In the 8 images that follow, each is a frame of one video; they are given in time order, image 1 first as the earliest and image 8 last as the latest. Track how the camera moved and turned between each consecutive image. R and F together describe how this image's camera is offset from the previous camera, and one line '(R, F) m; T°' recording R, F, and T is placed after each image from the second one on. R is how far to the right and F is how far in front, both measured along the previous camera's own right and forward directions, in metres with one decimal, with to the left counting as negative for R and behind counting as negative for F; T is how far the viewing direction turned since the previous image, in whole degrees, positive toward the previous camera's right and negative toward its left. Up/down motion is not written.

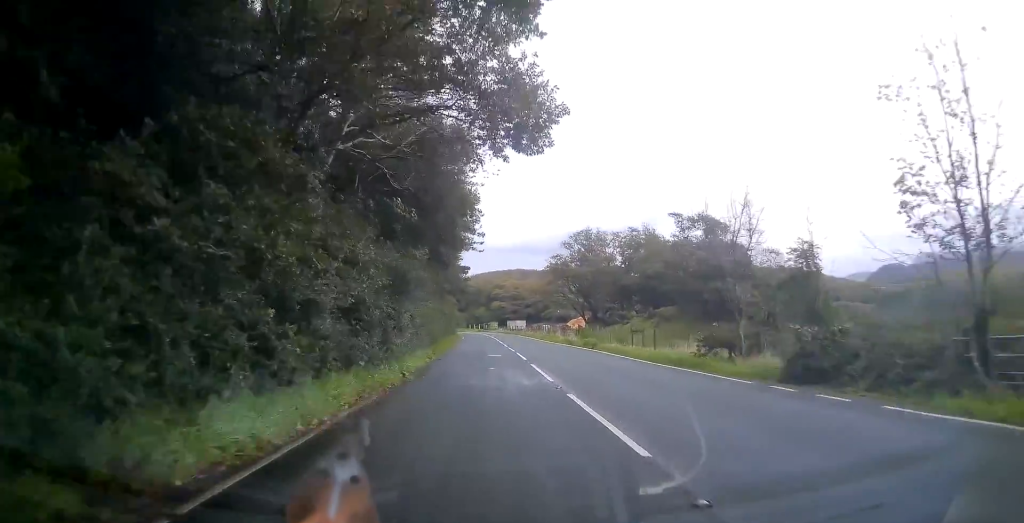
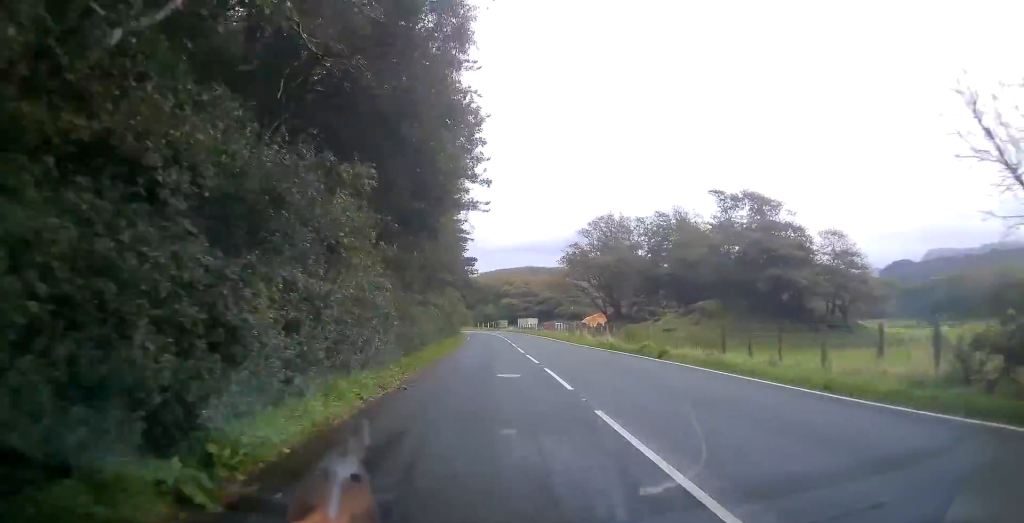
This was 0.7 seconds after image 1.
(-0.3, +11.7) m; 0°
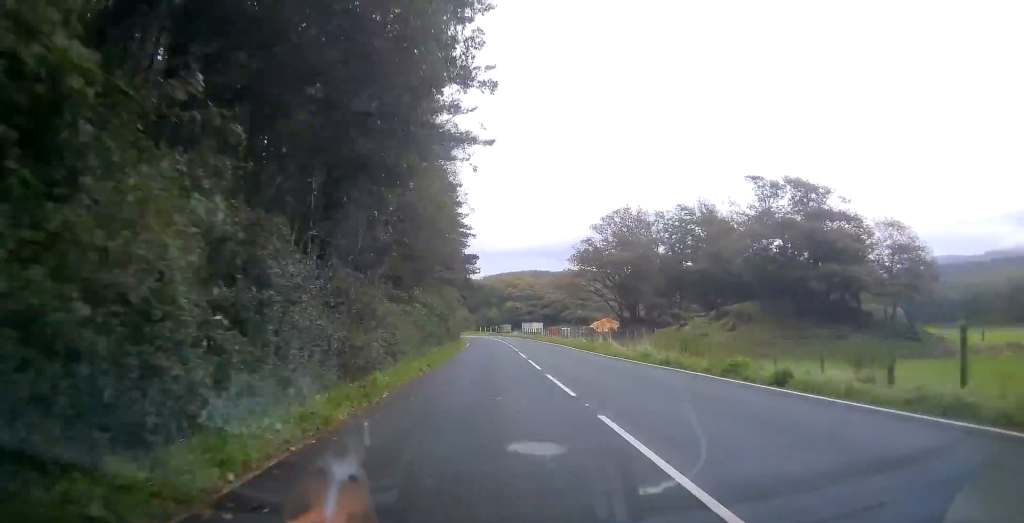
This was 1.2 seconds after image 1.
(0.0, +8.9) m; 0°
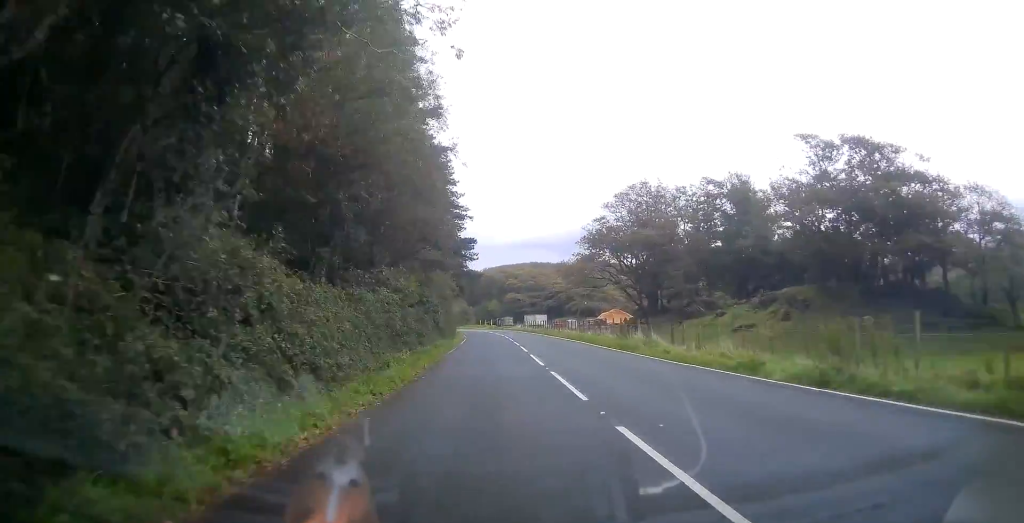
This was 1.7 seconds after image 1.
(+0.3, +10.2) m; 0°
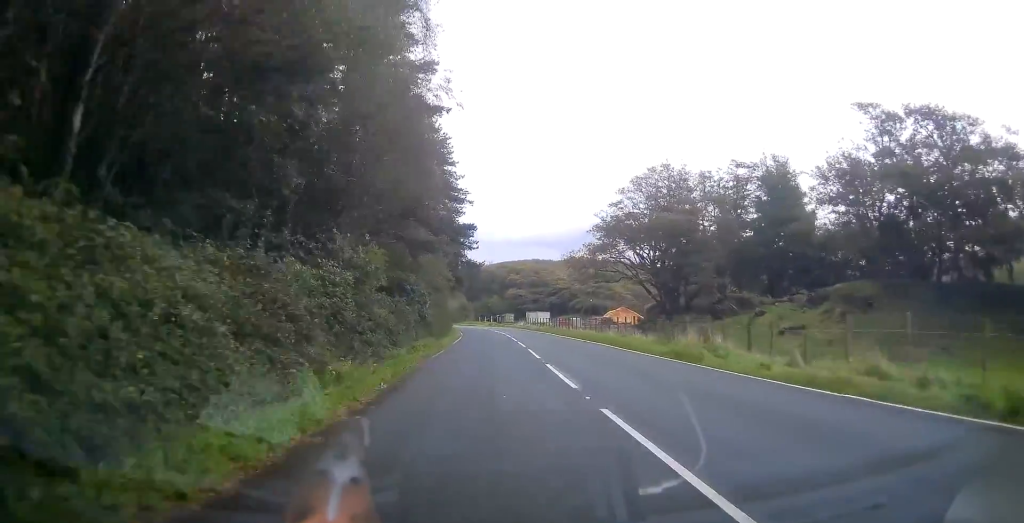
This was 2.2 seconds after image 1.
(0.0, +8.0) m; 0°
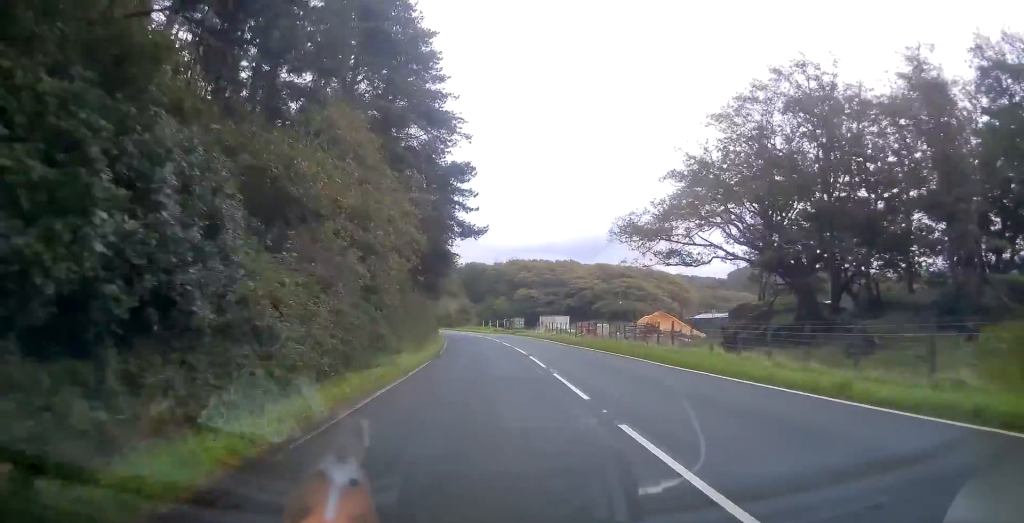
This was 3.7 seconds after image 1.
(-0.4, +28.4) m; -1°
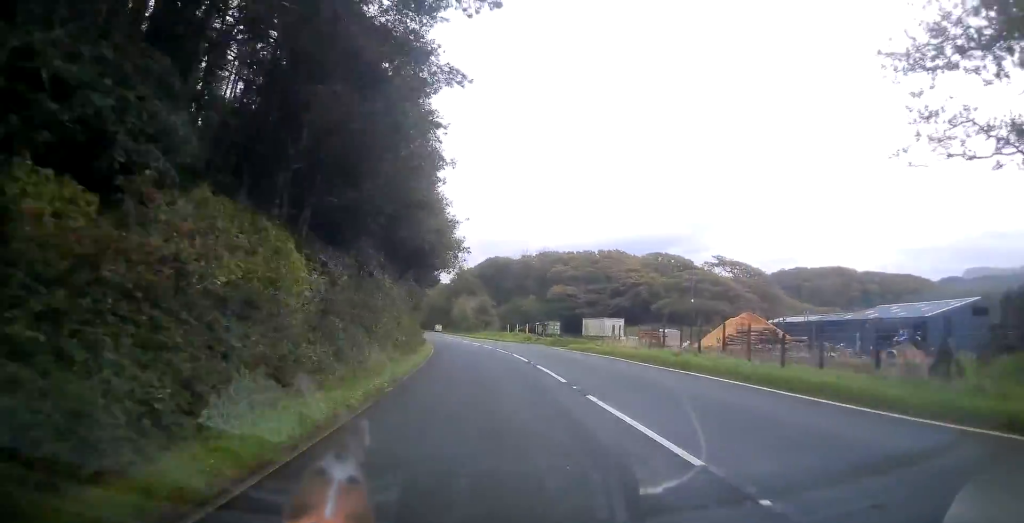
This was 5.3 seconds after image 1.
(-0.5, +31.4) m; -2°
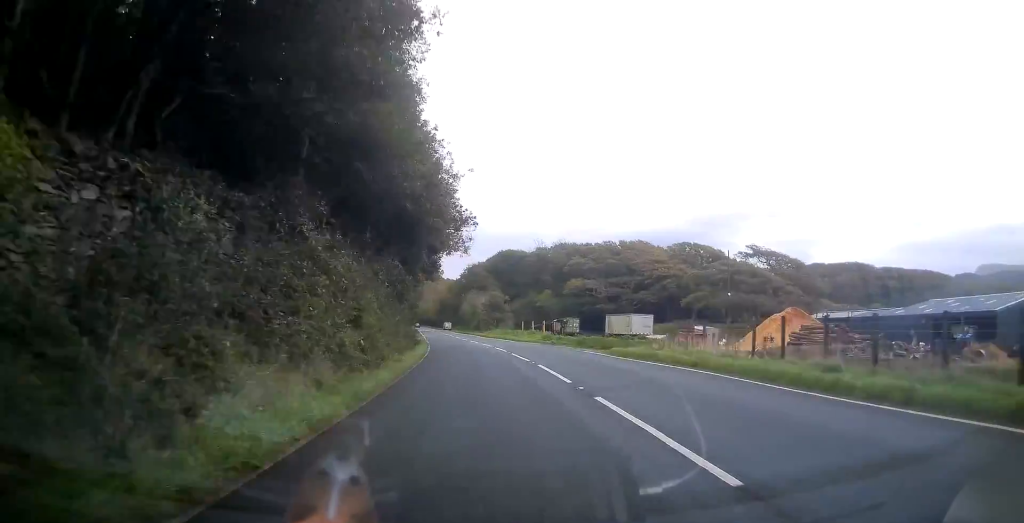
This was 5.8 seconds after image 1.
(+0.1, +10.0) m; -1°
